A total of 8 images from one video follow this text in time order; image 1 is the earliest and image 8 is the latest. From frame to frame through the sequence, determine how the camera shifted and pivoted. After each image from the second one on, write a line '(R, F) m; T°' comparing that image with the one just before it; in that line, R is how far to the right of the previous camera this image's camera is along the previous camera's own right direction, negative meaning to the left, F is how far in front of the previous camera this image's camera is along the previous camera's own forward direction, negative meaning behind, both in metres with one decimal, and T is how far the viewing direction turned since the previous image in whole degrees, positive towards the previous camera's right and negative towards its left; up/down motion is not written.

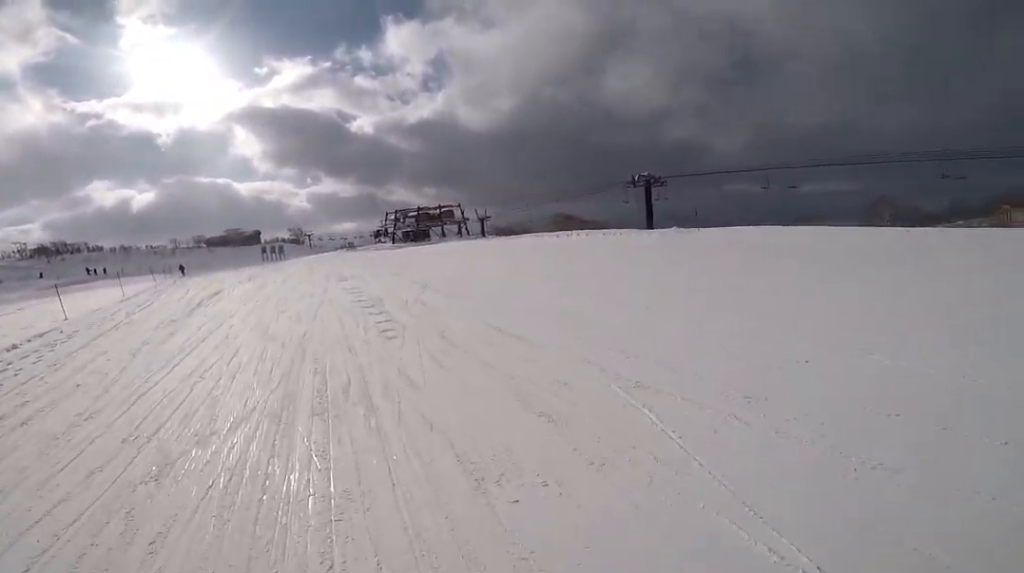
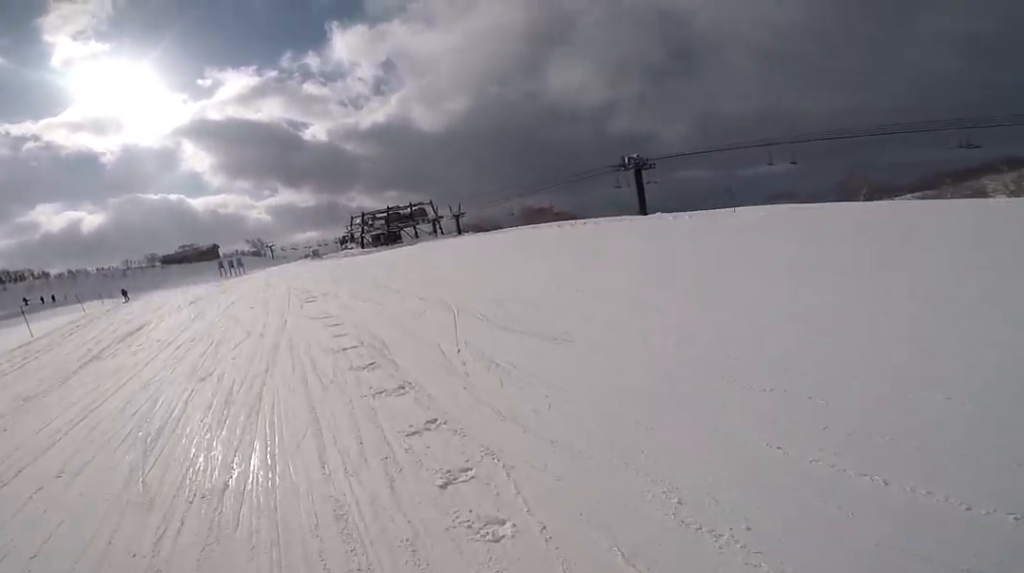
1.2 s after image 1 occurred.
(+0.7, +5.4) m; +4°
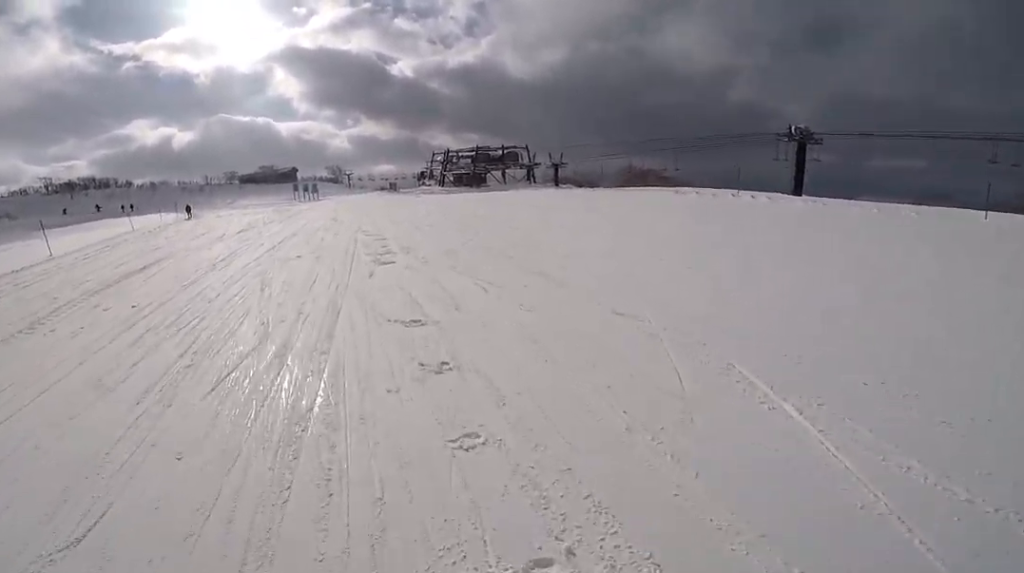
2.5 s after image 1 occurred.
(-0.7, +5.1) m; -11°
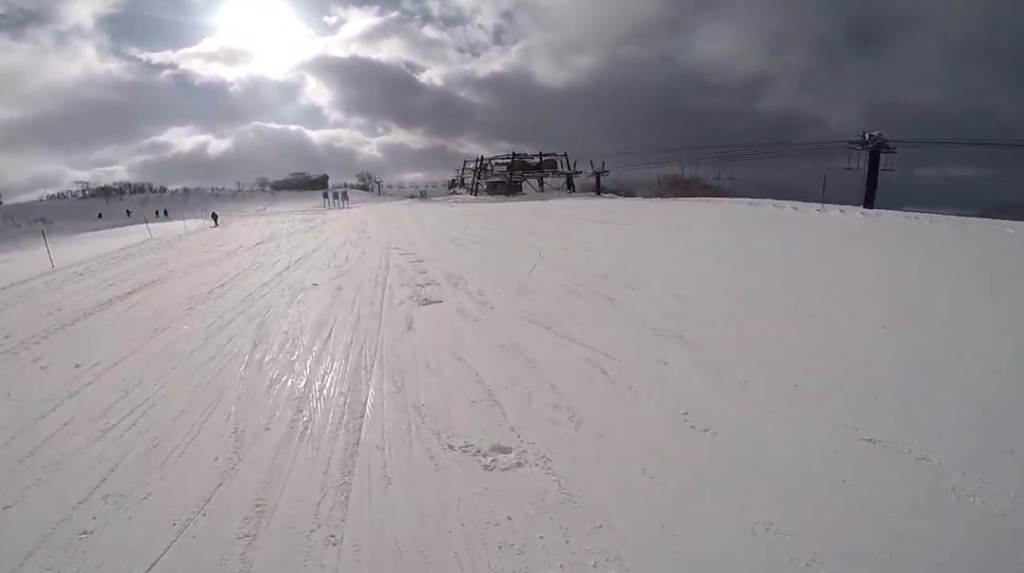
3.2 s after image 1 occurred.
(-0.1, +2.5) m; -2°
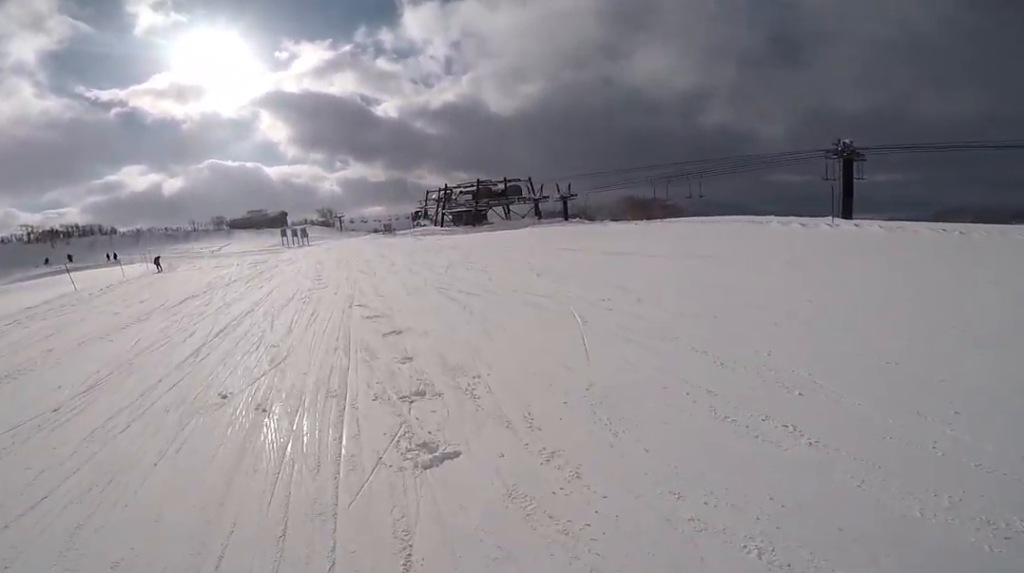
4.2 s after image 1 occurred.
(0.0, +3.4) m; 0°
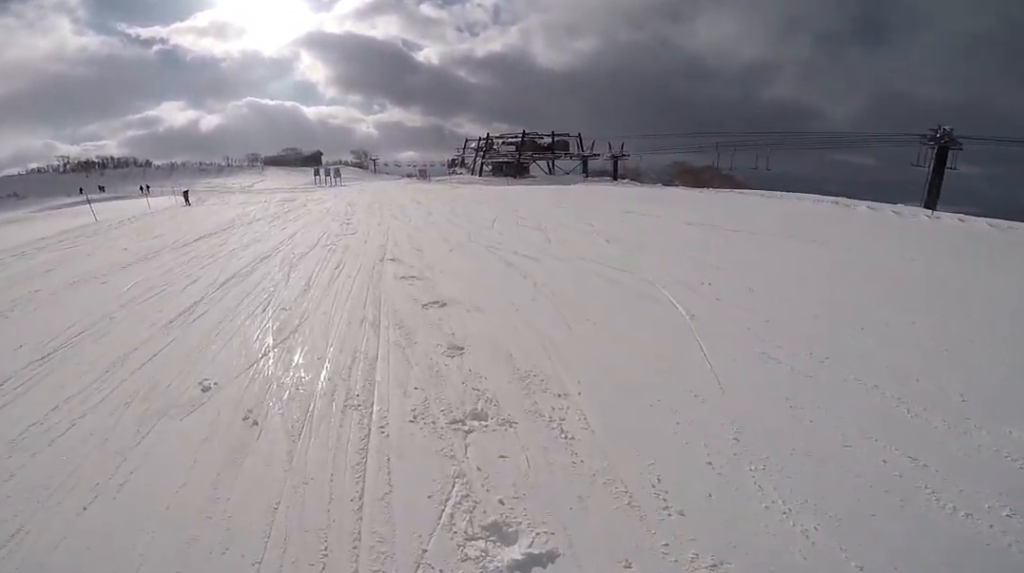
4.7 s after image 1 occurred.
(0.0, +1.4) m; 0°
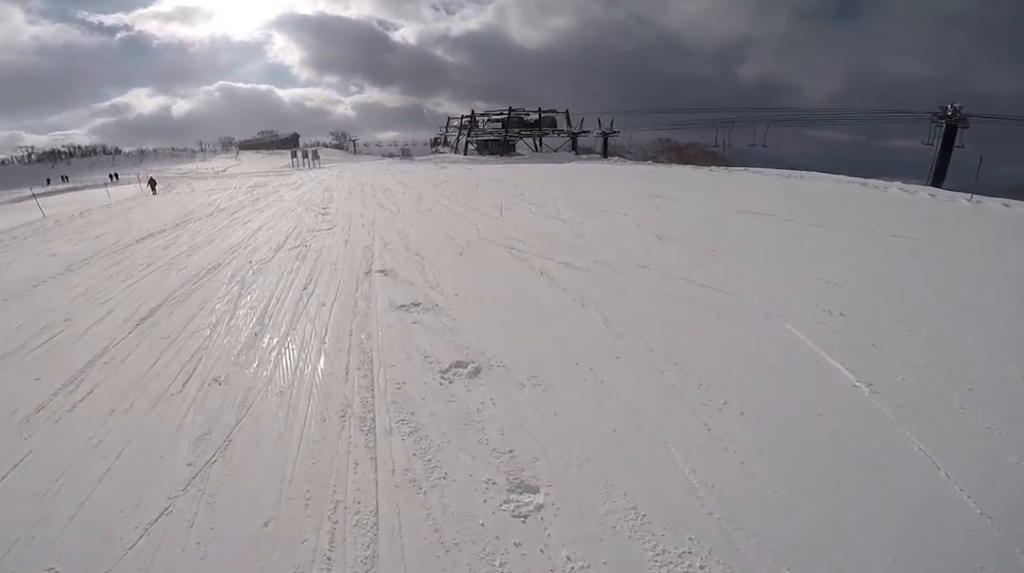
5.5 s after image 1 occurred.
(0.0, +2.3) m; 0°
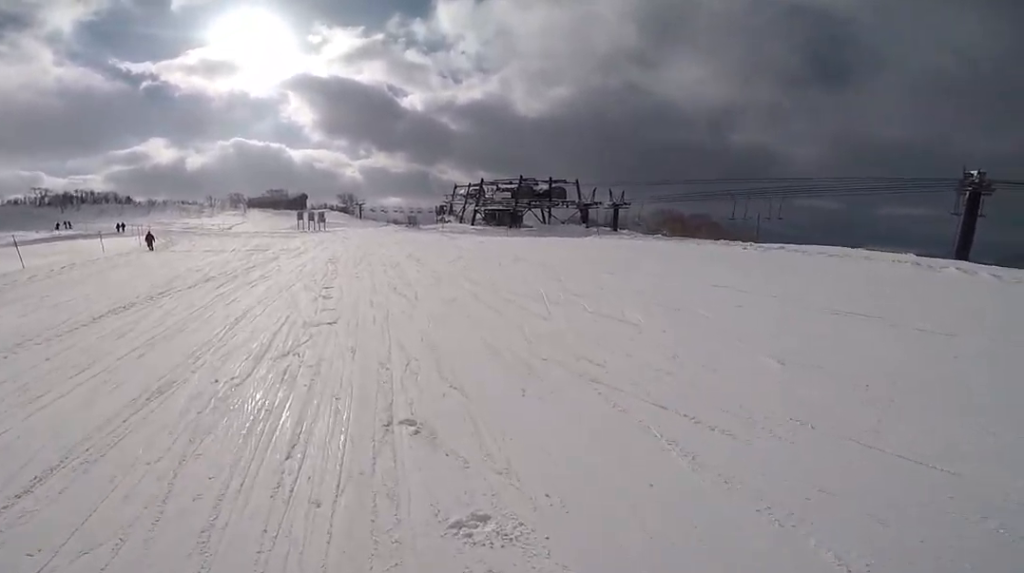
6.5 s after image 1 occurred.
(0.0, +2.5) m; 0°
